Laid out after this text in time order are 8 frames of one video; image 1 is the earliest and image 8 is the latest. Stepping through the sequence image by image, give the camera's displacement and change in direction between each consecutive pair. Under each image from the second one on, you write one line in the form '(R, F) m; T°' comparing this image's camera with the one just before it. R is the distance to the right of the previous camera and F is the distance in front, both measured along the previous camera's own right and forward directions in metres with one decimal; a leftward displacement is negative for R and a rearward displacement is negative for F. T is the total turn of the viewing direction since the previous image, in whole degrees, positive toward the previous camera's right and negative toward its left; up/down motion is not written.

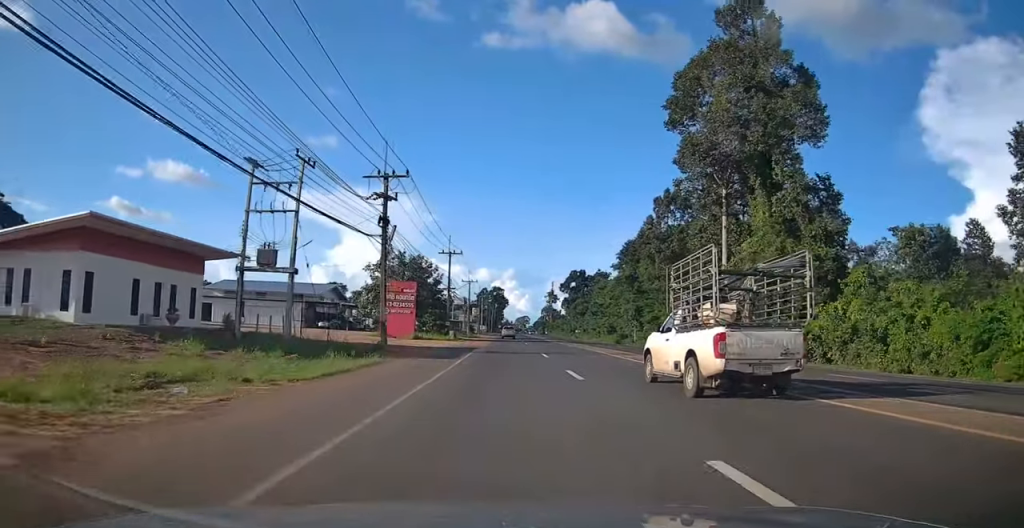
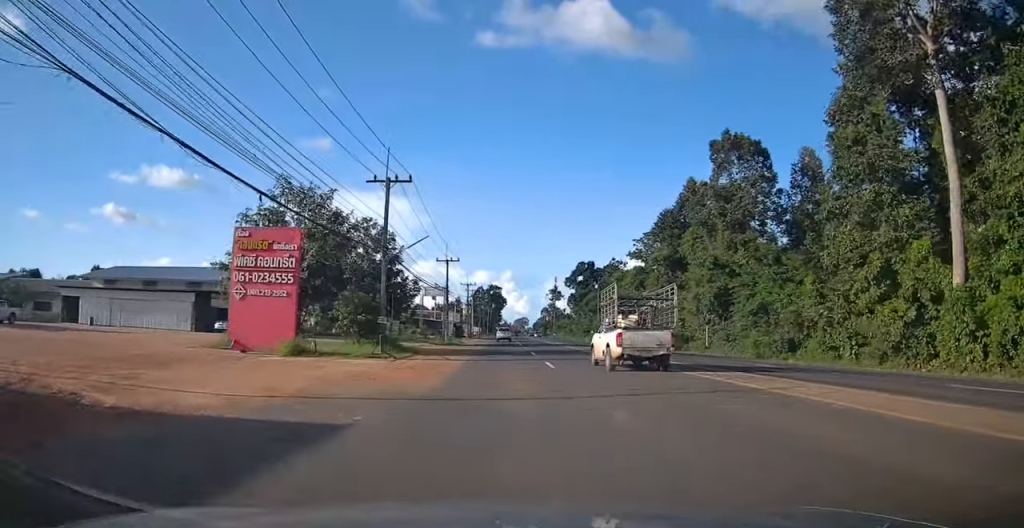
(+0.5, +32.4) m; 0°
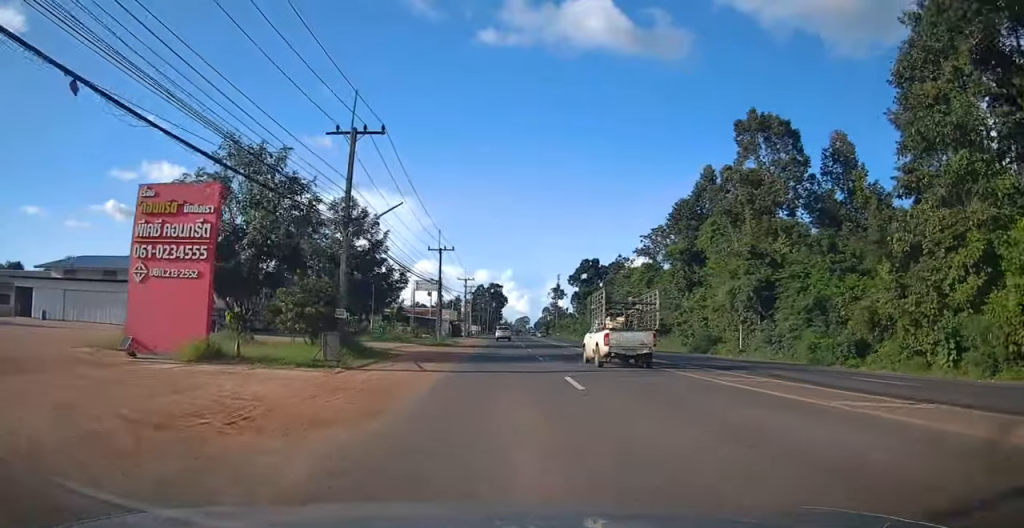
(0.0, +7.9) m; 0°
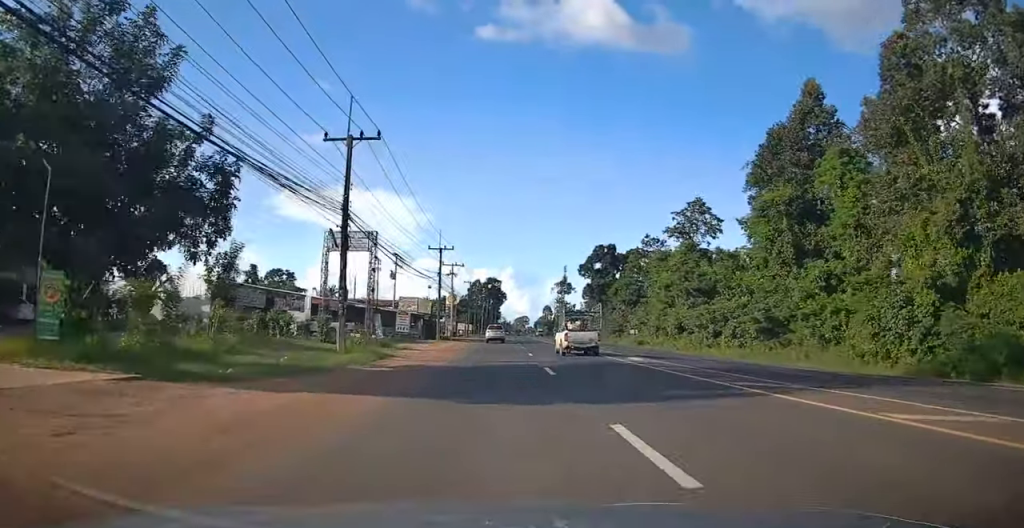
(+0.2, +32.8) m; +1°
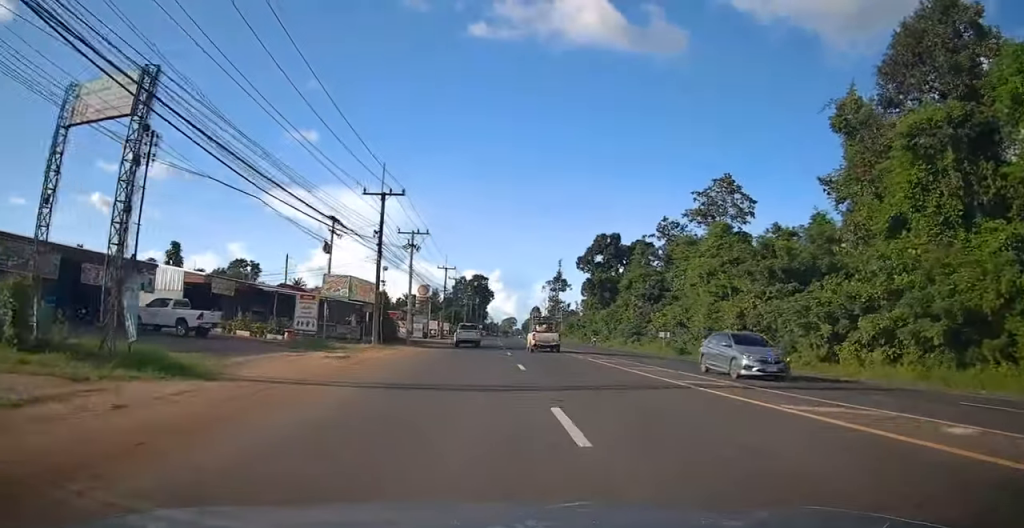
(+0.2, +22.6) m; +1°
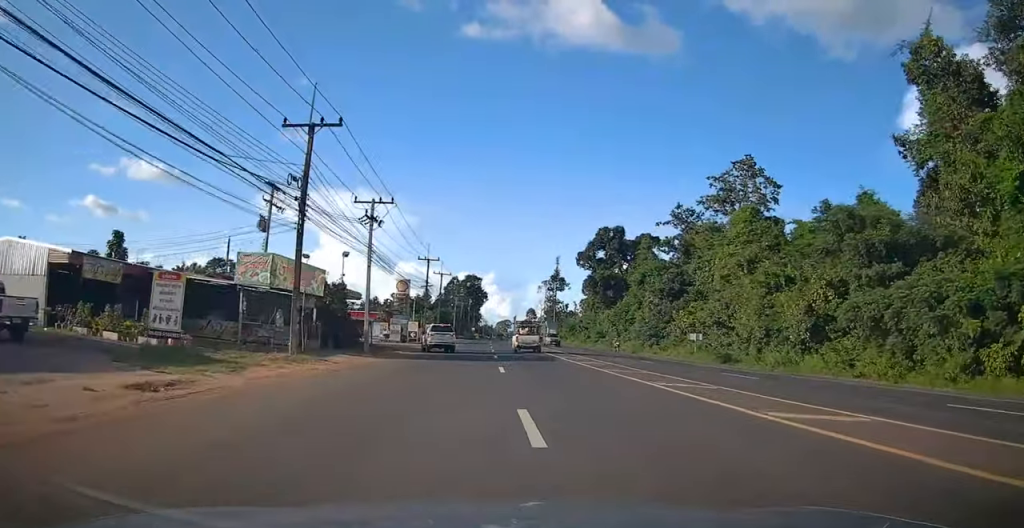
(0.0, +12.3) m; 0°
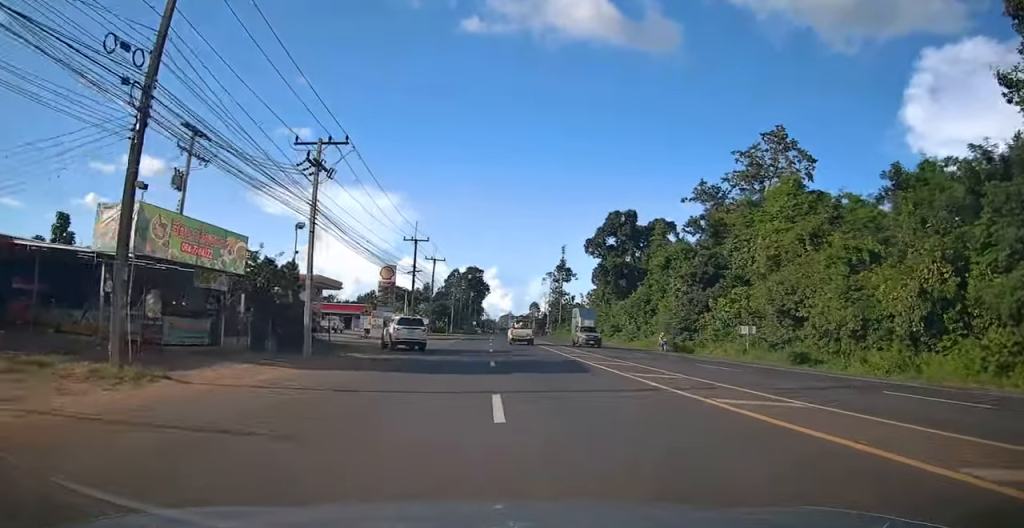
(0.0, +10.8) m; 0°
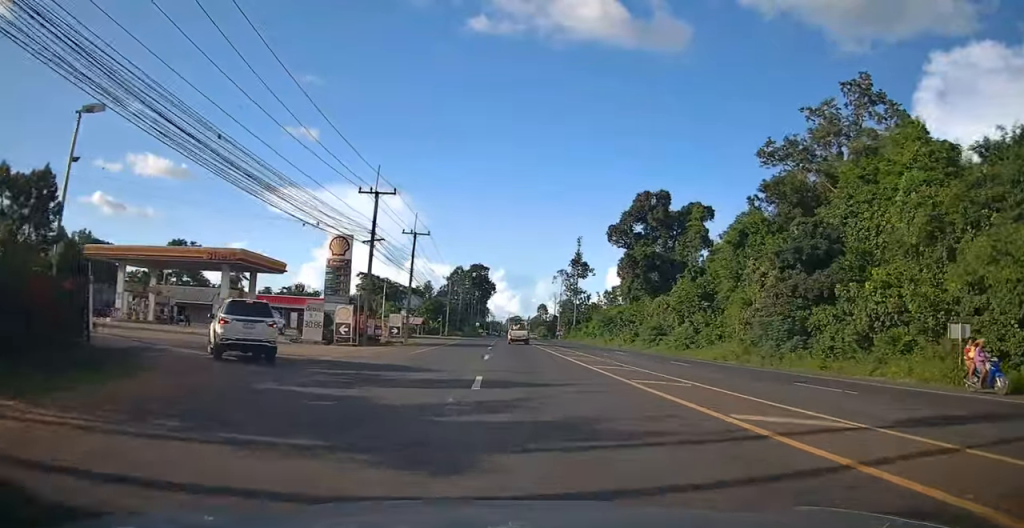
(0.0, +20.2) m; 0°
